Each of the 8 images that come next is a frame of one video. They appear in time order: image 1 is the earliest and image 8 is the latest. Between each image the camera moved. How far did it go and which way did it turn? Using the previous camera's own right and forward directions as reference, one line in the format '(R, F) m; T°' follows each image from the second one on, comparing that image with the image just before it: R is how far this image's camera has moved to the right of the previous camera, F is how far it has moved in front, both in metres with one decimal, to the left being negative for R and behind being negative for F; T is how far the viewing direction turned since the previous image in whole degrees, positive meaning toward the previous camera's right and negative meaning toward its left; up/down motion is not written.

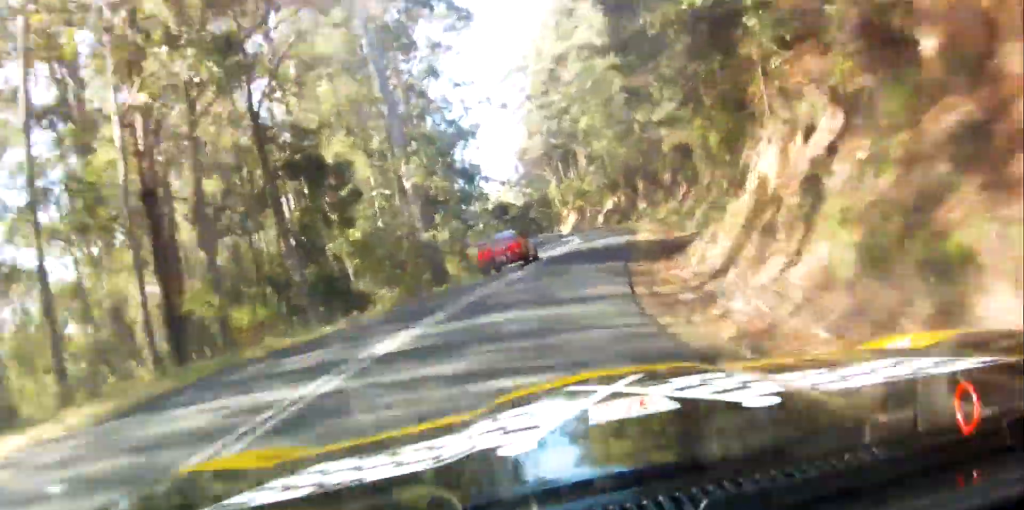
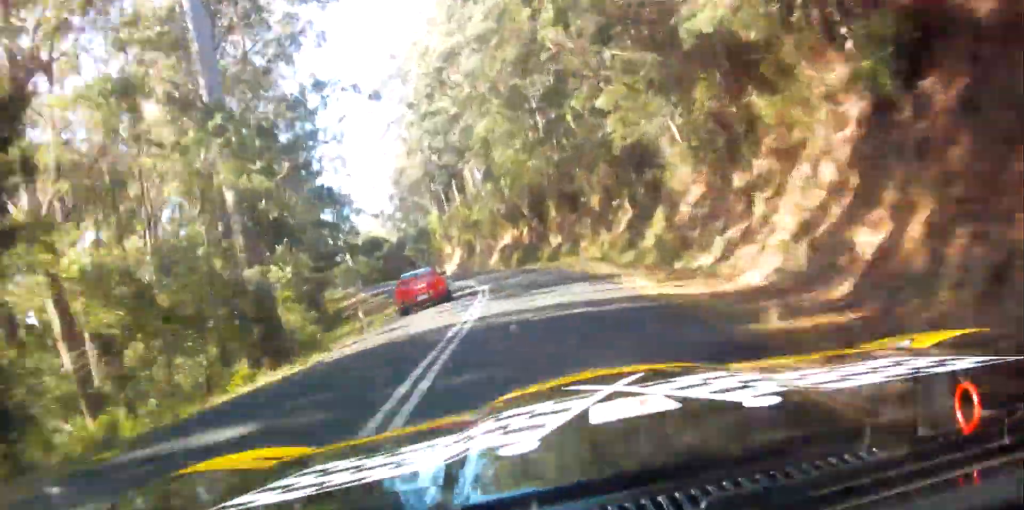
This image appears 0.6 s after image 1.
(0.0, +18.2) m; +1°
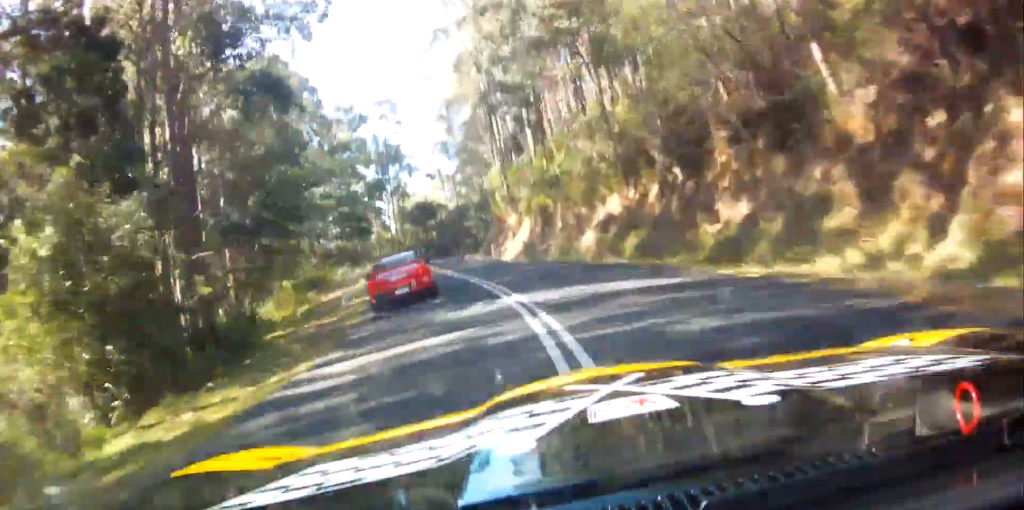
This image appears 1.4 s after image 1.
(+0.1, +27.6) m; +4°
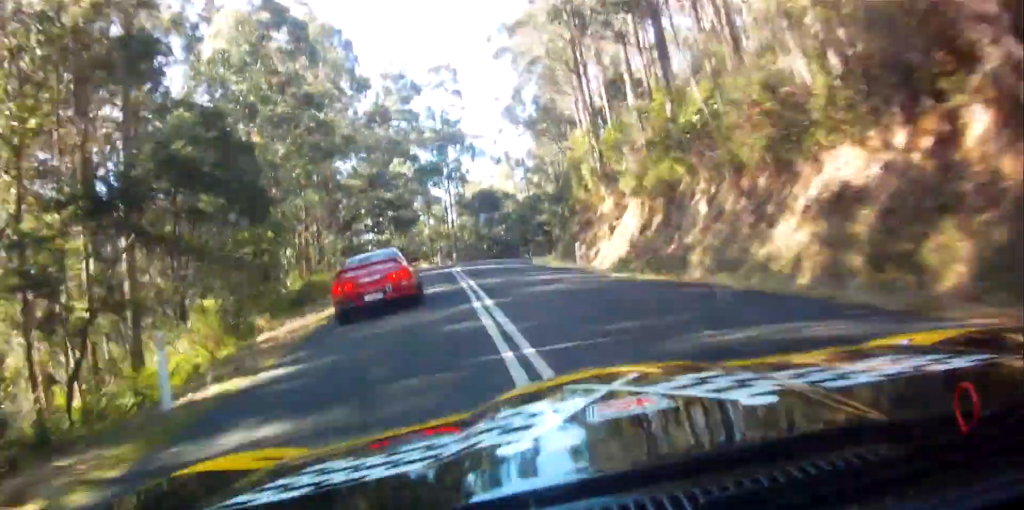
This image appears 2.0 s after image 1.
(-0.2, +16.8) m; +8°
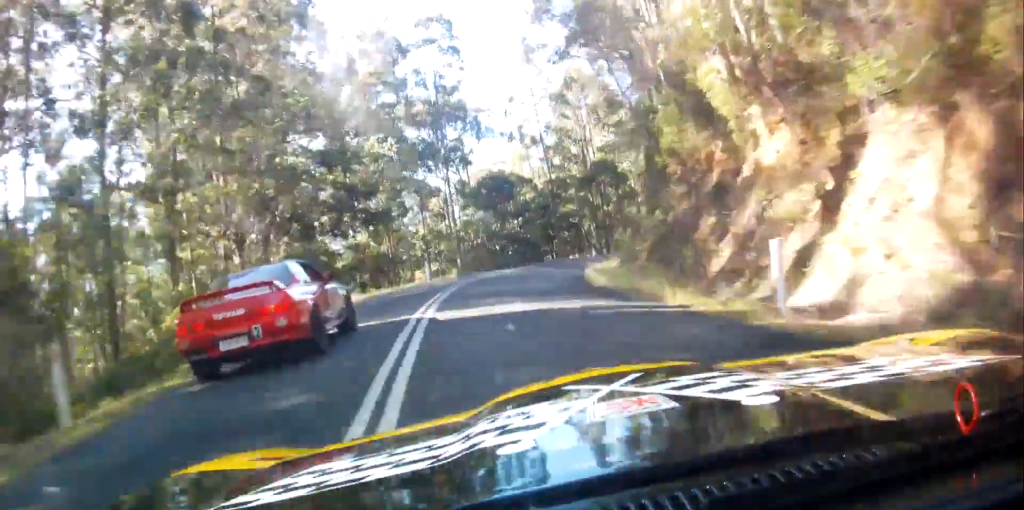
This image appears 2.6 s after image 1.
(+2.1, +18.7) m; +8°
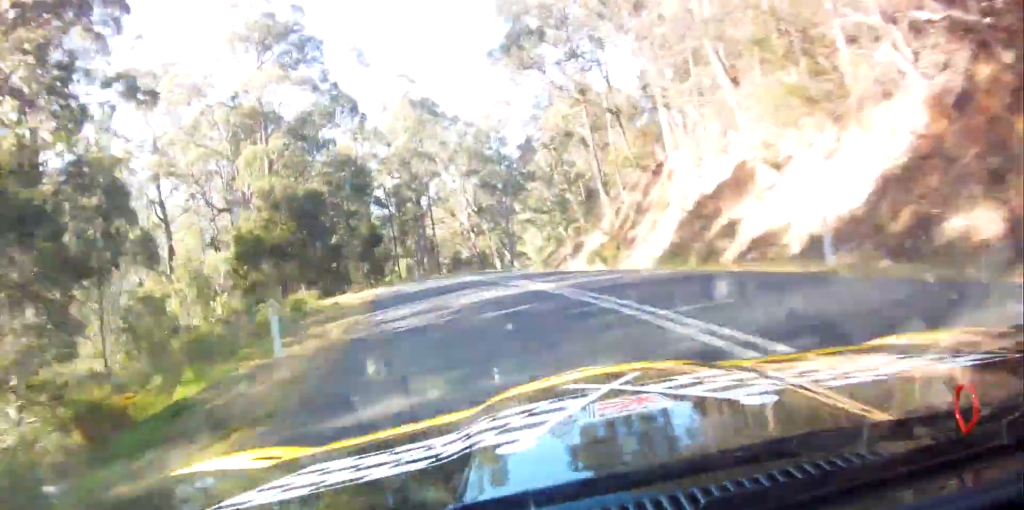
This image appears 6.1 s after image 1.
(+11.8, +92.8) m; +7°
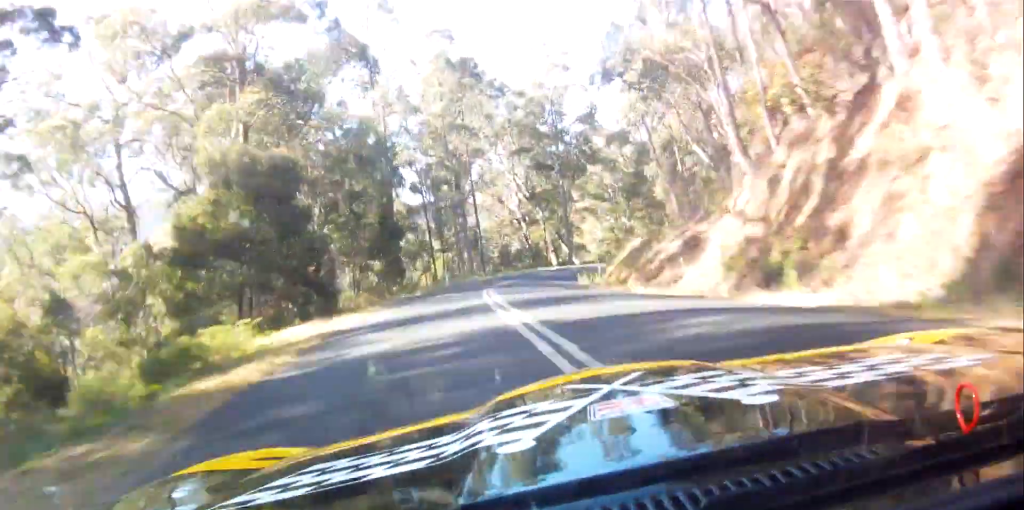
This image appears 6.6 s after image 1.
(0.0, +14.7) m; 0°
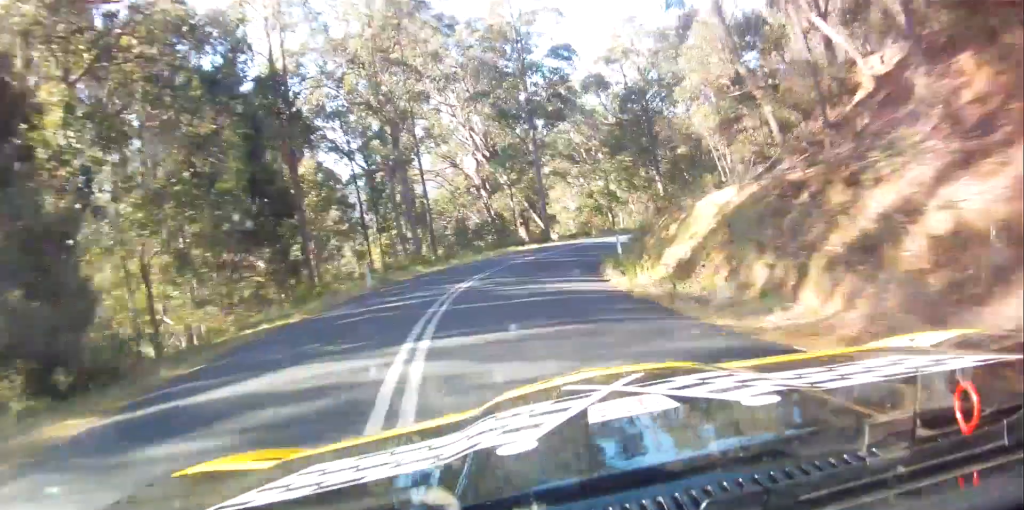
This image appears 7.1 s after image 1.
(0.0, +17.7) m; 0°
